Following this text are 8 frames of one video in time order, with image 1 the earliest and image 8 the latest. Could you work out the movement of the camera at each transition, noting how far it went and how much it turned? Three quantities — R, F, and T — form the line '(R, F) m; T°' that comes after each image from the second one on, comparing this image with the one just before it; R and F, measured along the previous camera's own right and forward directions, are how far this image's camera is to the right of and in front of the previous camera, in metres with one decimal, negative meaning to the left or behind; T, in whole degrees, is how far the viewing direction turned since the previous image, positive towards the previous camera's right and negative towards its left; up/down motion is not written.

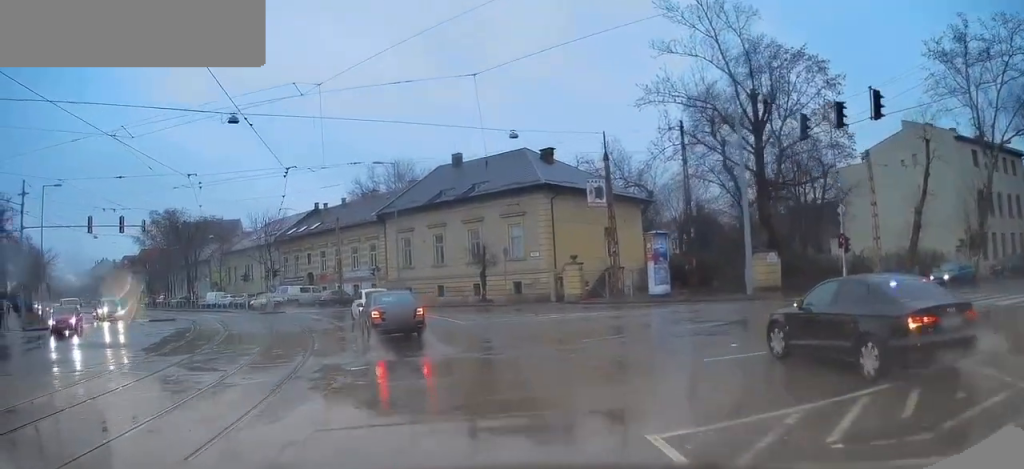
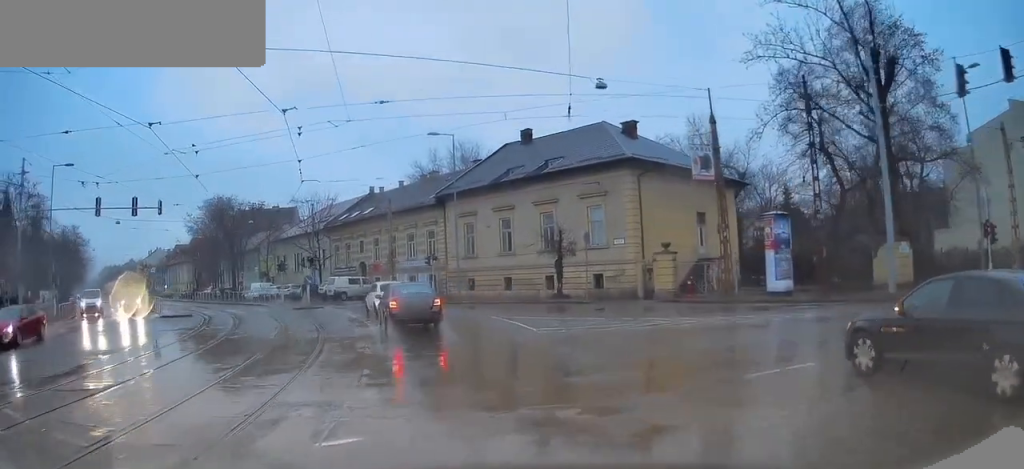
(-0.2, +6.3) m; -6°
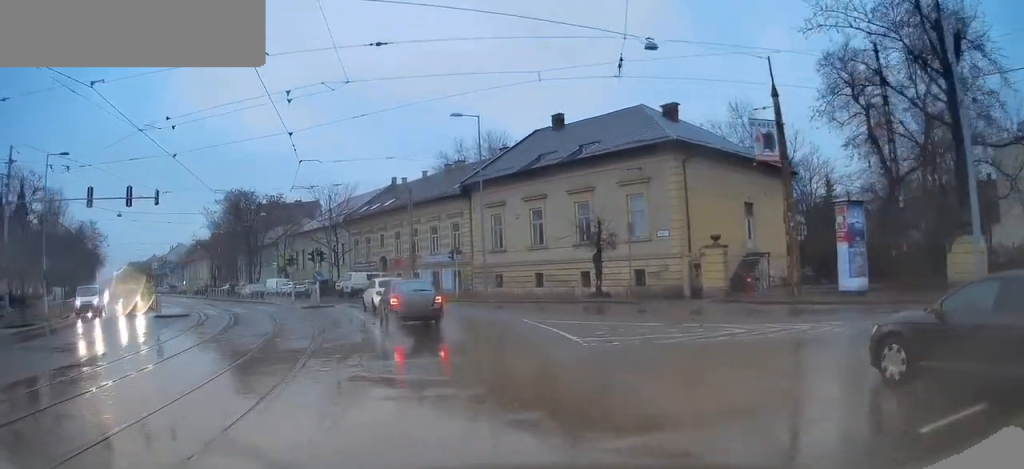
(-0.1, +3.6) m; -4°
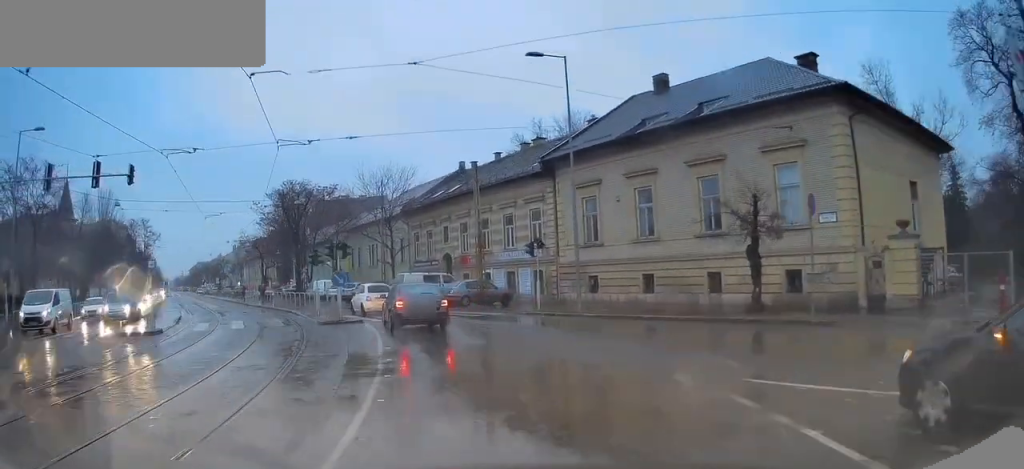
(-0.8, +9.4) m; -9°
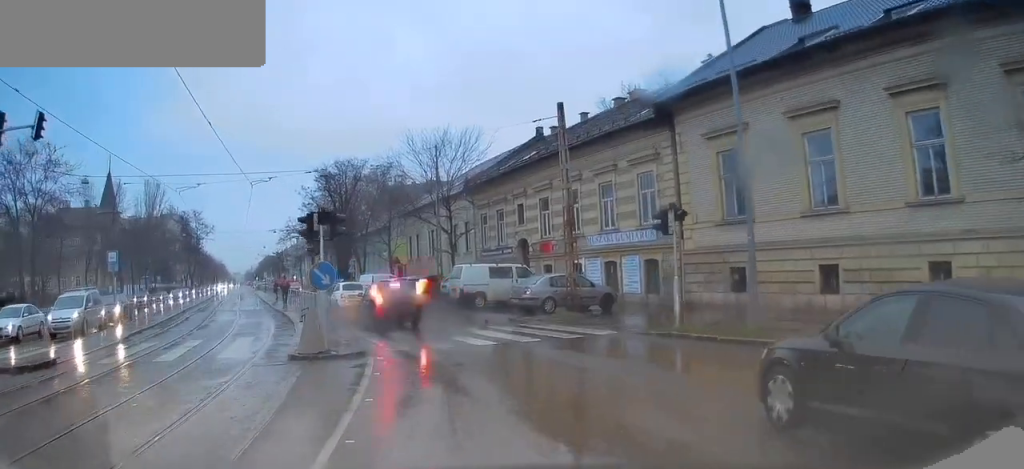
(-0.8, +10.4) m; -8°
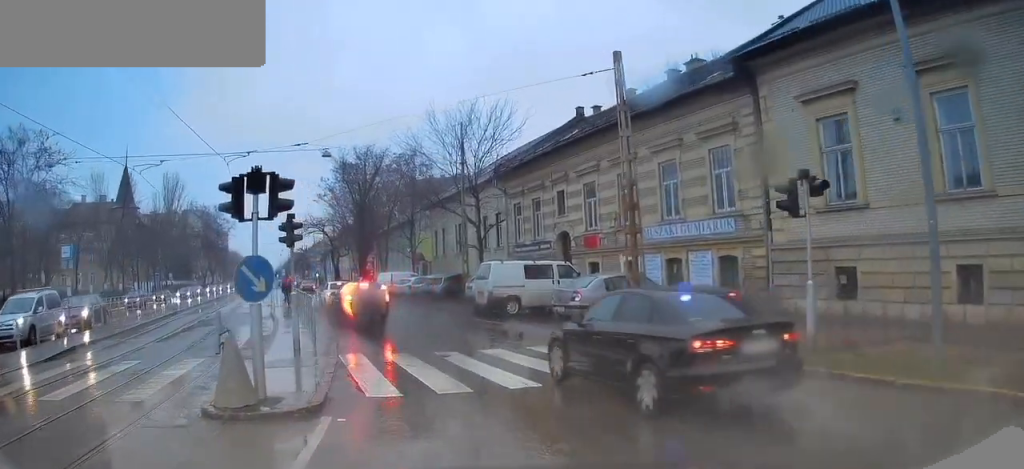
(-0.2, +5.4) m; -5°
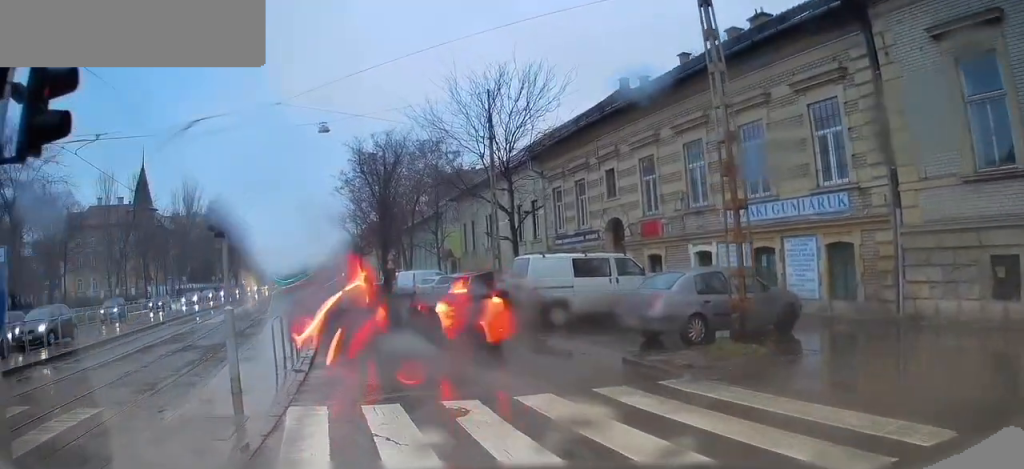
(-0.4, +5.5) m; -7°
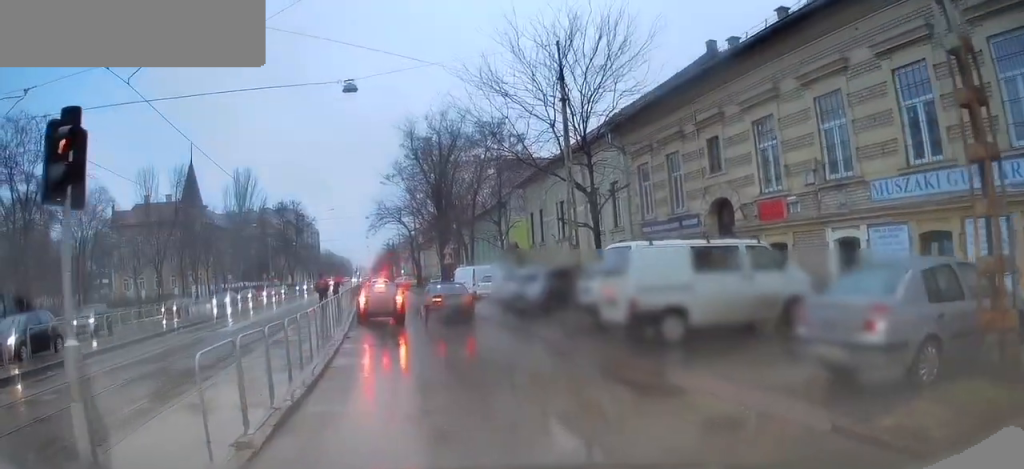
(-0.2, +5.1) m; -5°
